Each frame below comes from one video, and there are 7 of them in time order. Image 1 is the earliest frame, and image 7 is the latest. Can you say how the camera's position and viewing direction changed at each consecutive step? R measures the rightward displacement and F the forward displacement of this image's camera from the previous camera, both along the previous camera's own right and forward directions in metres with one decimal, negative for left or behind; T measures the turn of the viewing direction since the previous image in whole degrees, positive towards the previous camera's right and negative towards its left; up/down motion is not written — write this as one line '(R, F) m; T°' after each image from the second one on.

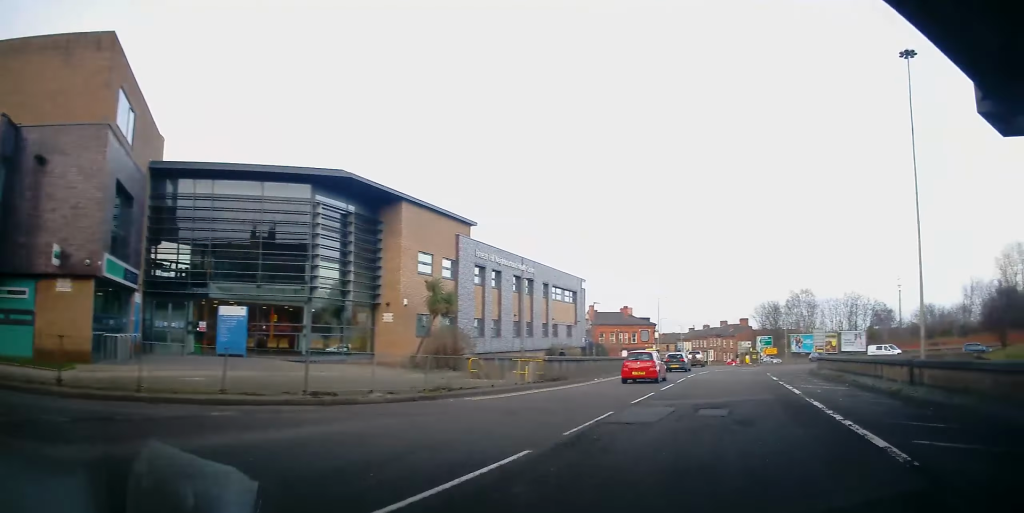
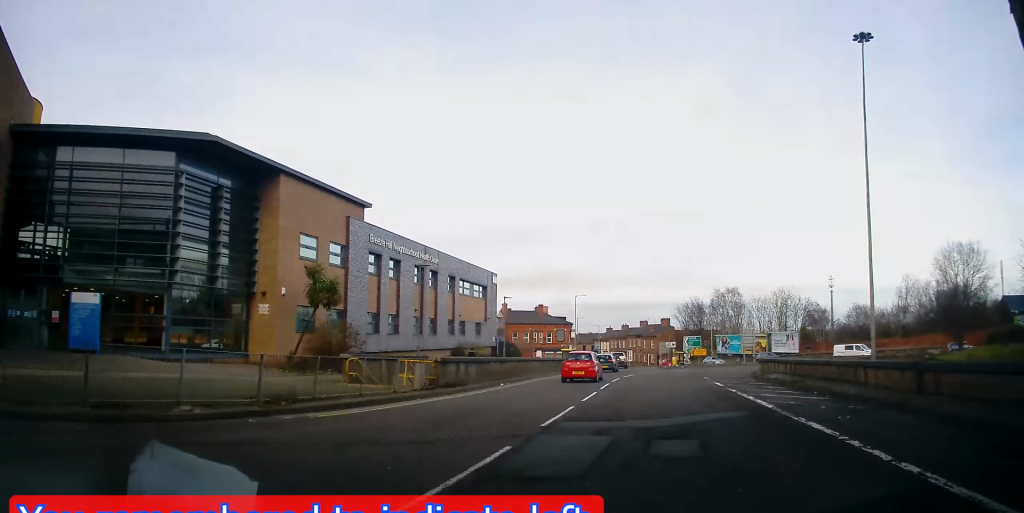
(+0.5, +4.1) m; +6°
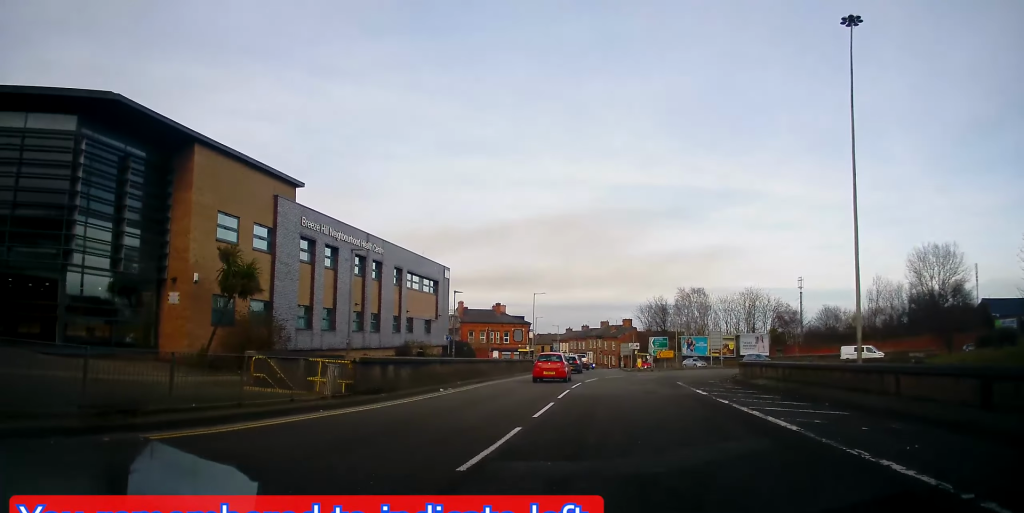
(+0.2, +3.4) m; +4°
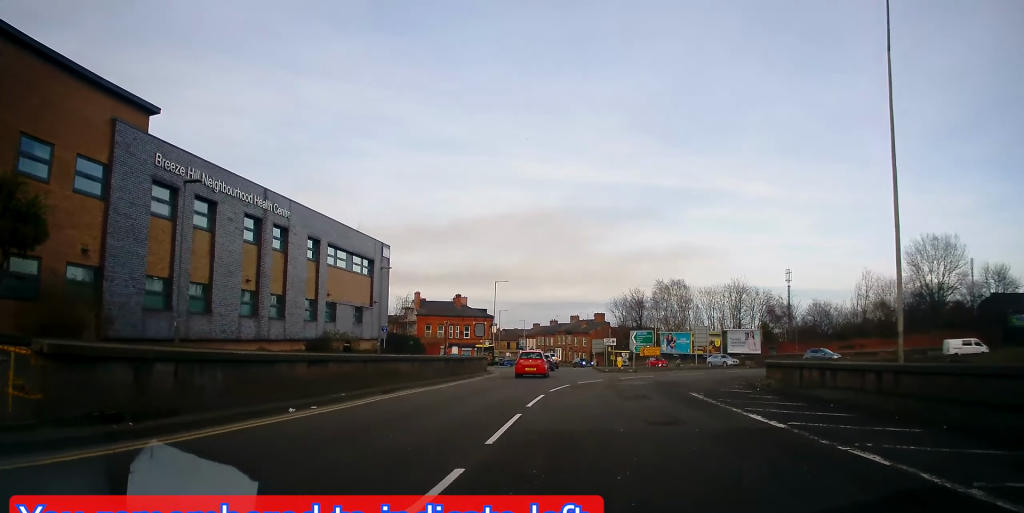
(+0.7, +8.6) m; +15°
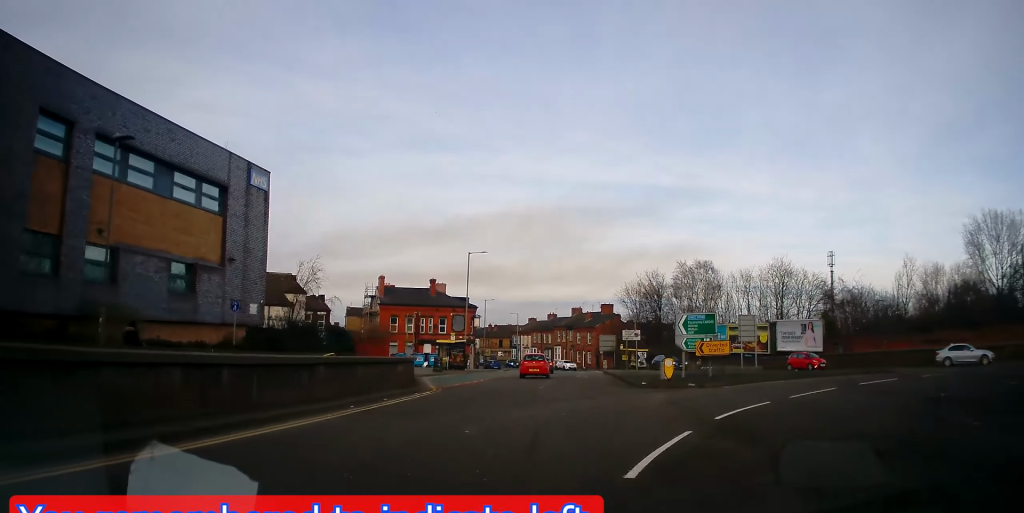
(+2.6, +18.8) m; +6°
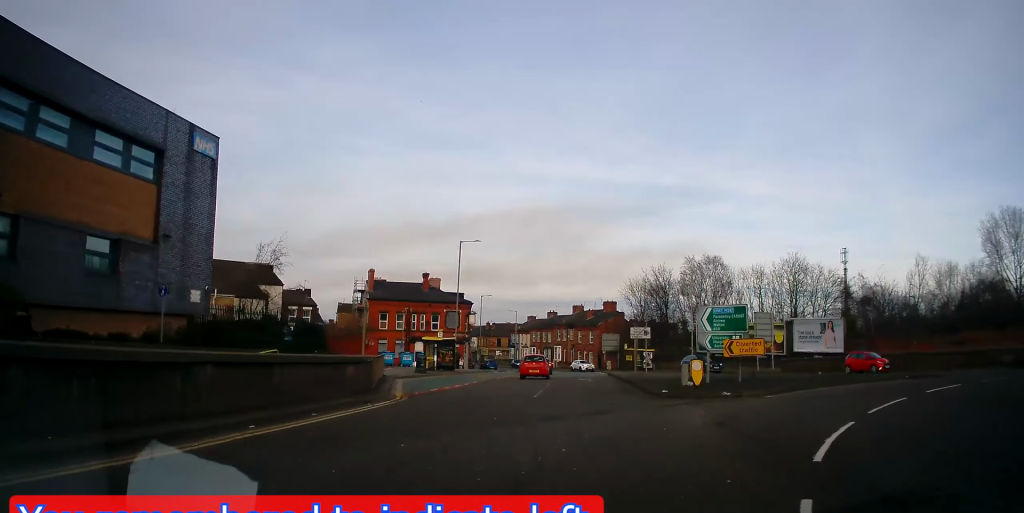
(-0.1, +4.7) m; 0°
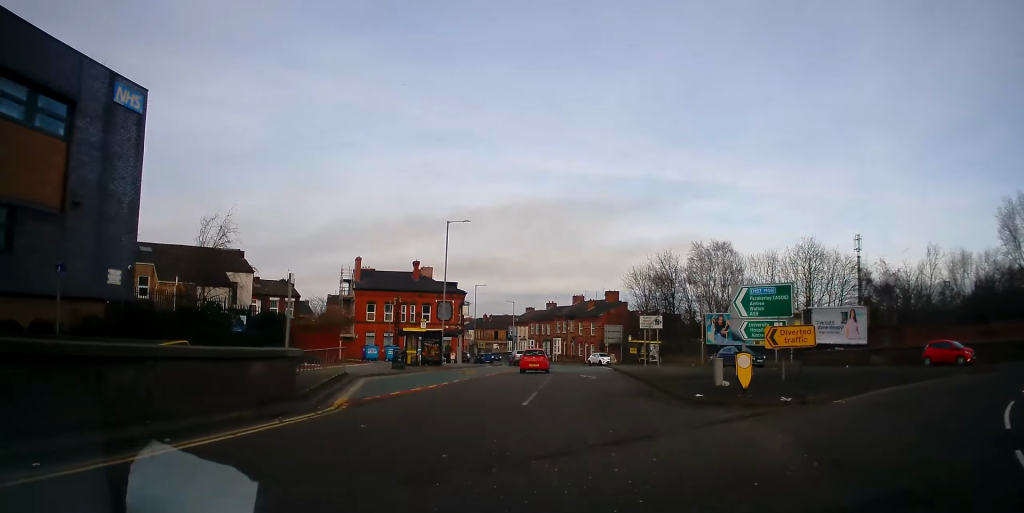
(0.0, +4.8) m; 0°
